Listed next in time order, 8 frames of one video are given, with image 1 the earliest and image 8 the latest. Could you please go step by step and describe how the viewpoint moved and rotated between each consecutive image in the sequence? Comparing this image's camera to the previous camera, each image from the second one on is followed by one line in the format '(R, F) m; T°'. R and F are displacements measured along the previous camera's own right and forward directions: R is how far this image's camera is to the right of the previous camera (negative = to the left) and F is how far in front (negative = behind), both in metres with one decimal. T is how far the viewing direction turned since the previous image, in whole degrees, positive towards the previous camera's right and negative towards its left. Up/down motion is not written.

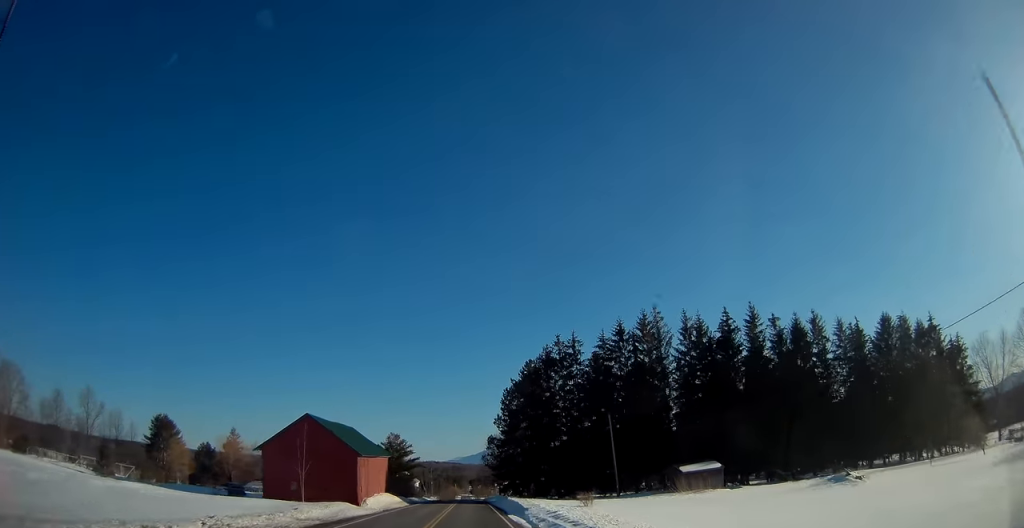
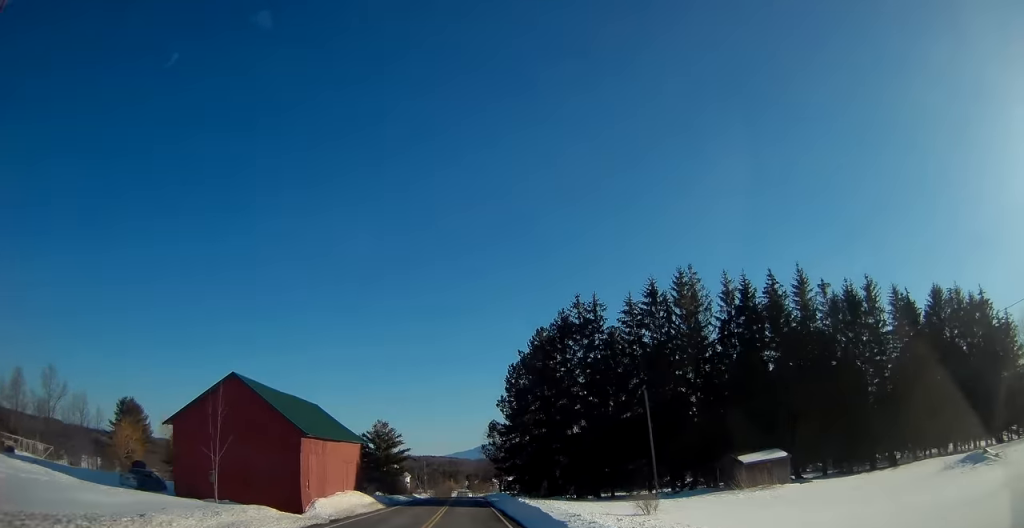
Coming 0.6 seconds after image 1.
(-0.1, +14.1) m; 0°
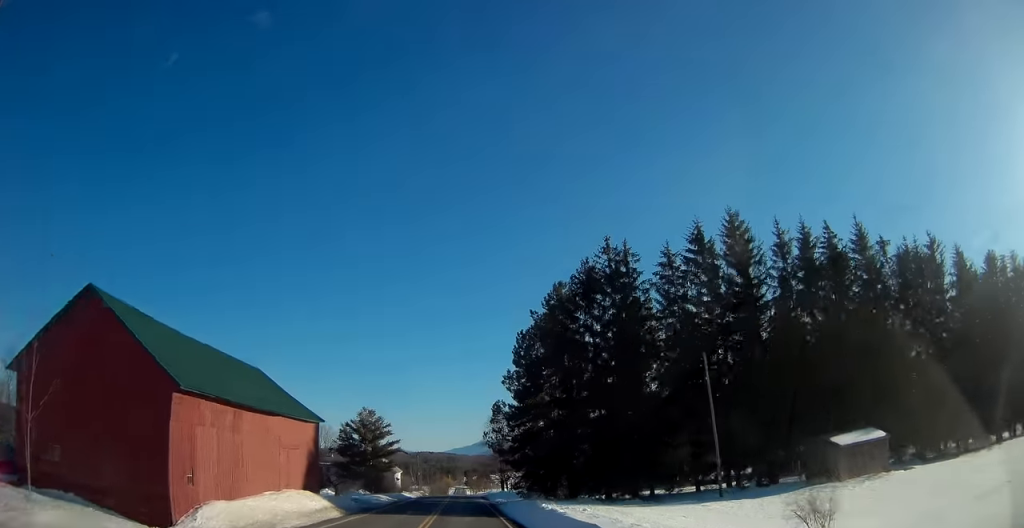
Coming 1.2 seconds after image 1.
(0.0, +13.3) m; 0°
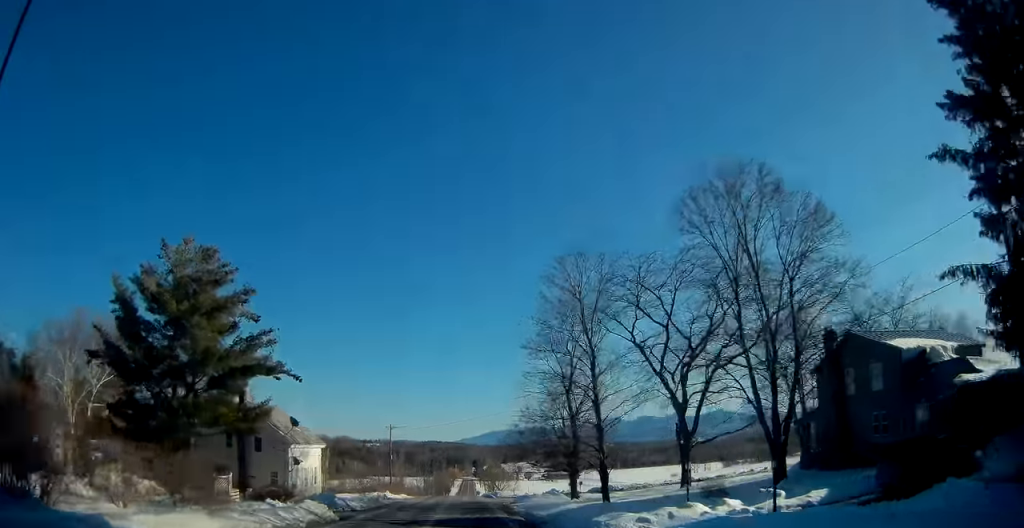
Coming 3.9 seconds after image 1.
(0.0, +65.1) m; -1°
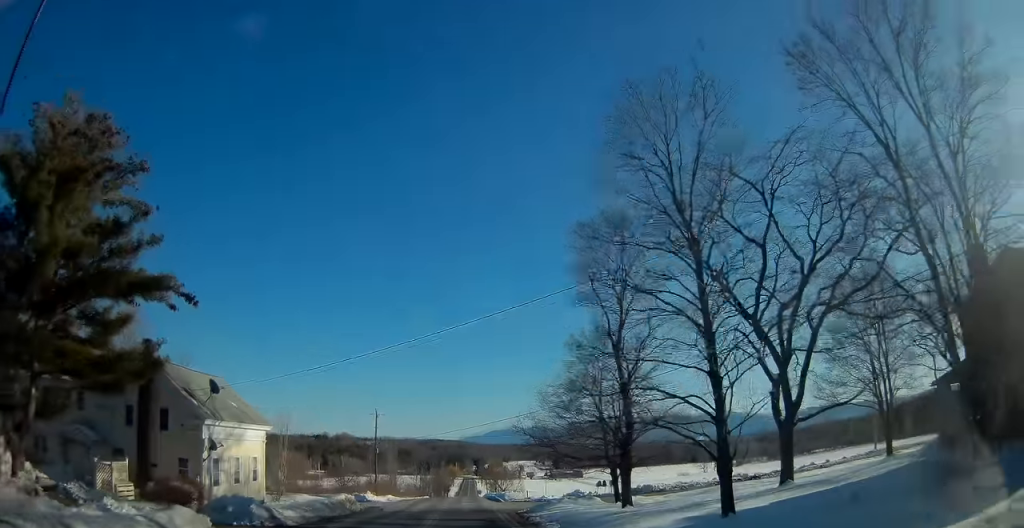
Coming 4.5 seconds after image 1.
(0.0, +13.3) m; 0°
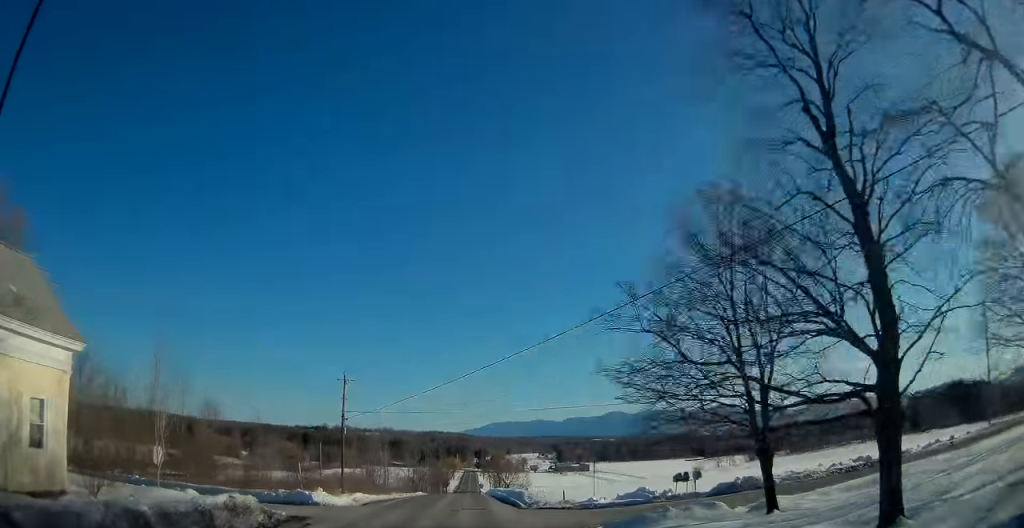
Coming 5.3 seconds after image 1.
(-0.2, +18.1) m; 0°
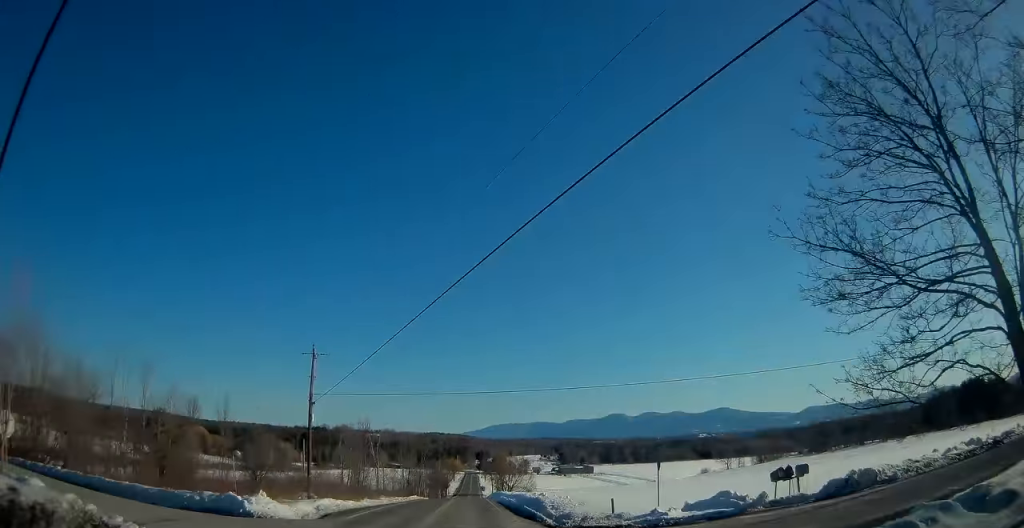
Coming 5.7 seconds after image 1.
(0.0, +10.9) m; 0°
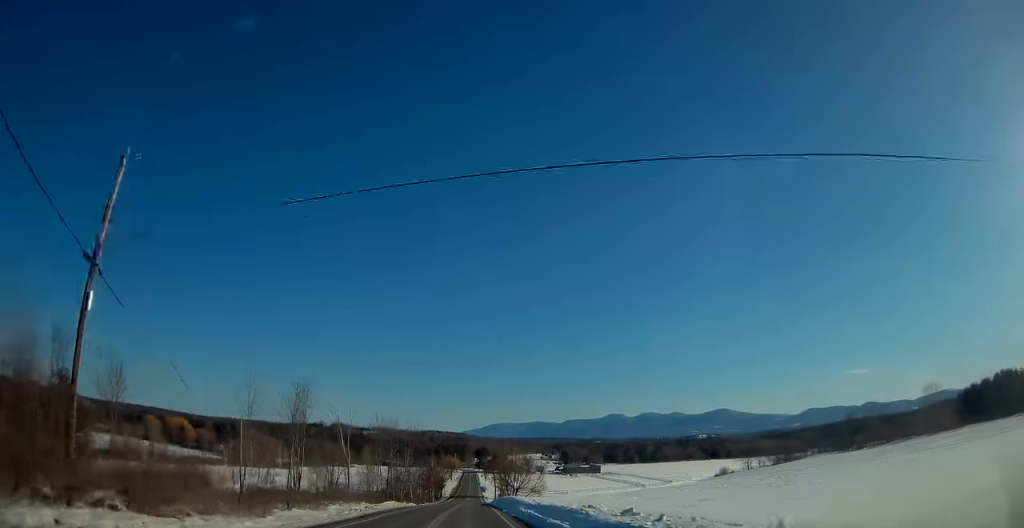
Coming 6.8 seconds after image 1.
(+0.3, +25.2) m; +1°
